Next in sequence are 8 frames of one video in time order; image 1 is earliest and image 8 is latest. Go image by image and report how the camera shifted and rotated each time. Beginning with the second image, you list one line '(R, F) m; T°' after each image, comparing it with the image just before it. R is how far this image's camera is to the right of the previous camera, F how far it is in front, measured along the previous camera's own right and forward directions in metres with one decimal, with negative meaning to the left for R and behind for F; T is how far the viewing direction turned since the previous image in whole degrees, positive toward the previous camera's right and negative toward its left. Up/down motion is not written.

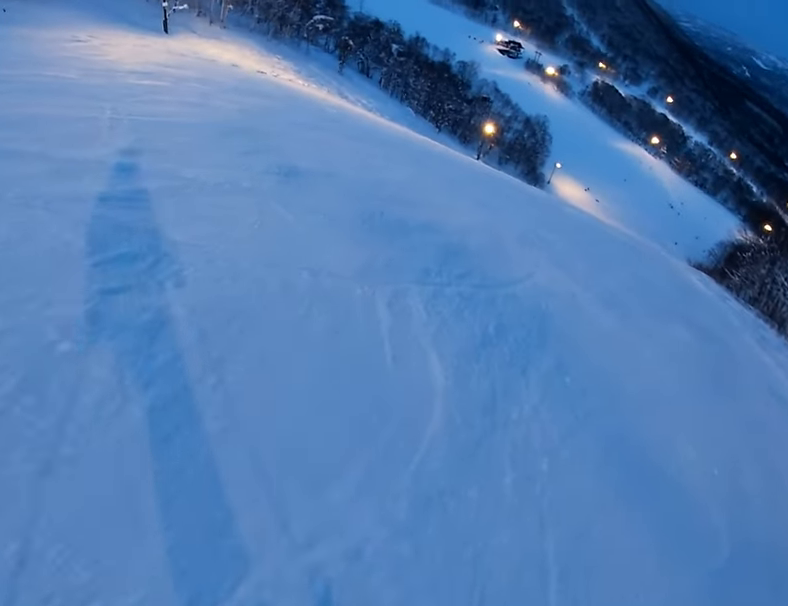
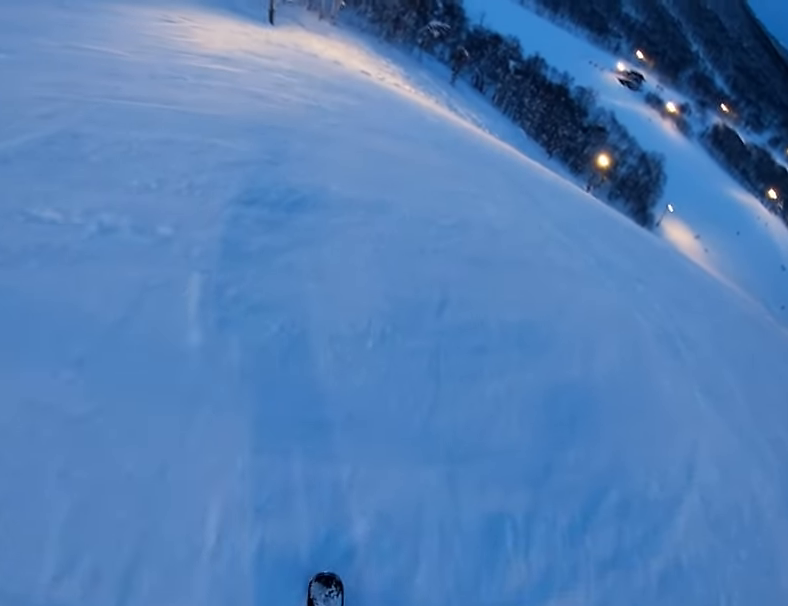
(-0.3, +3.0) m; -14°
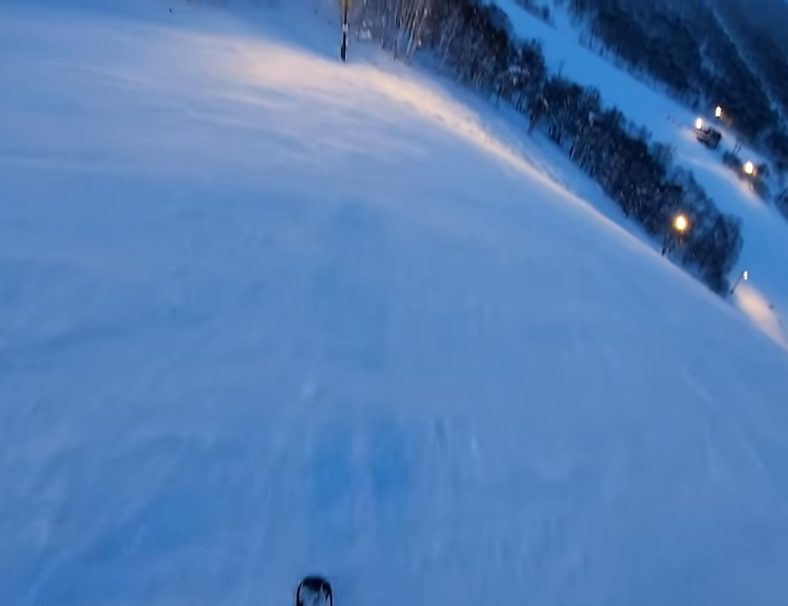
(-0.2, +3.1) m; -12°
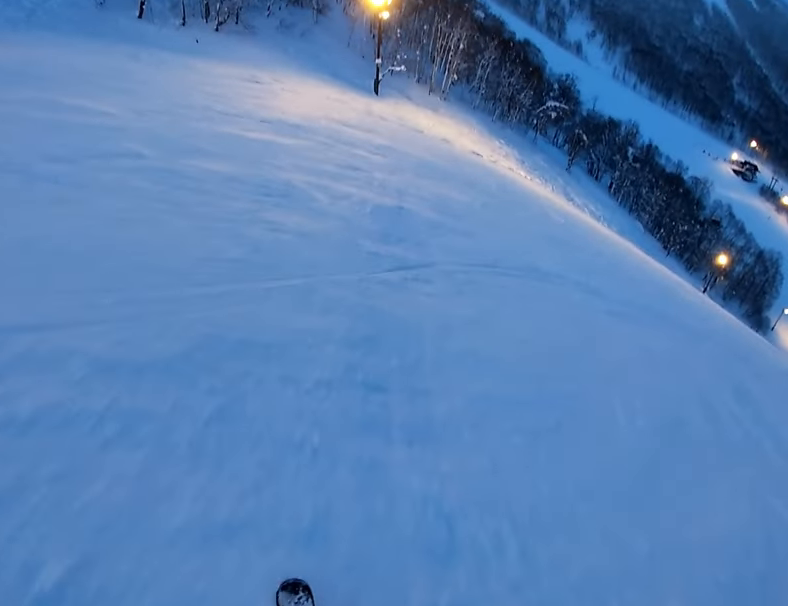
(-0.5, +2.8) m; -7°
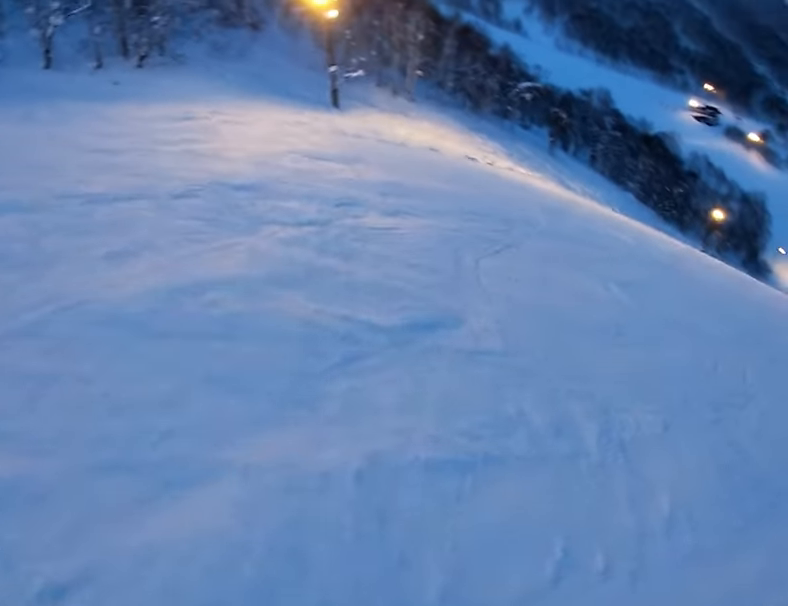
(-0.5, +8.6) m; +3°
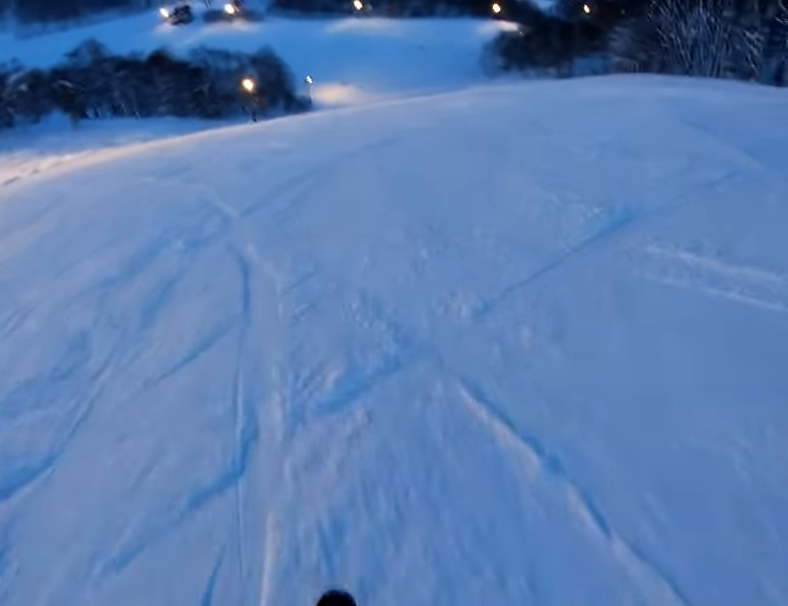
(+2.4, +7.2) m; +51°
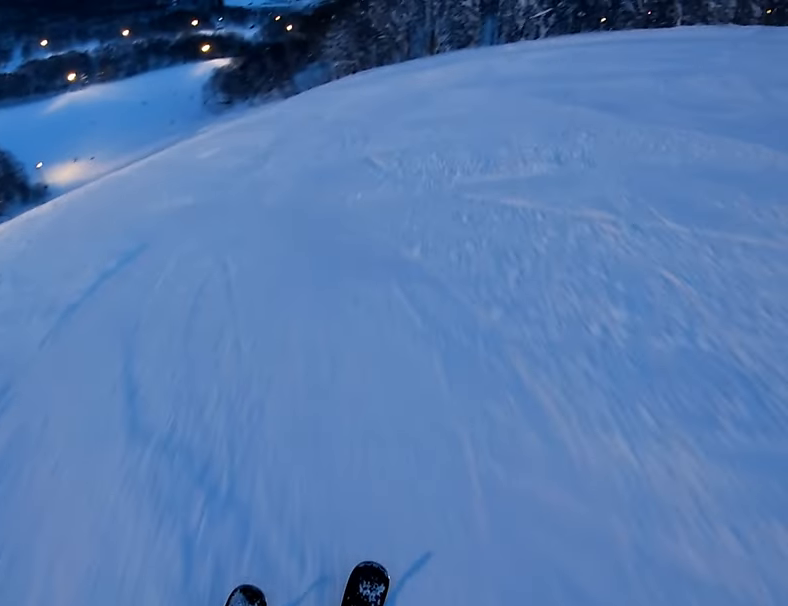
(+1.6, +4.7) m; +31°
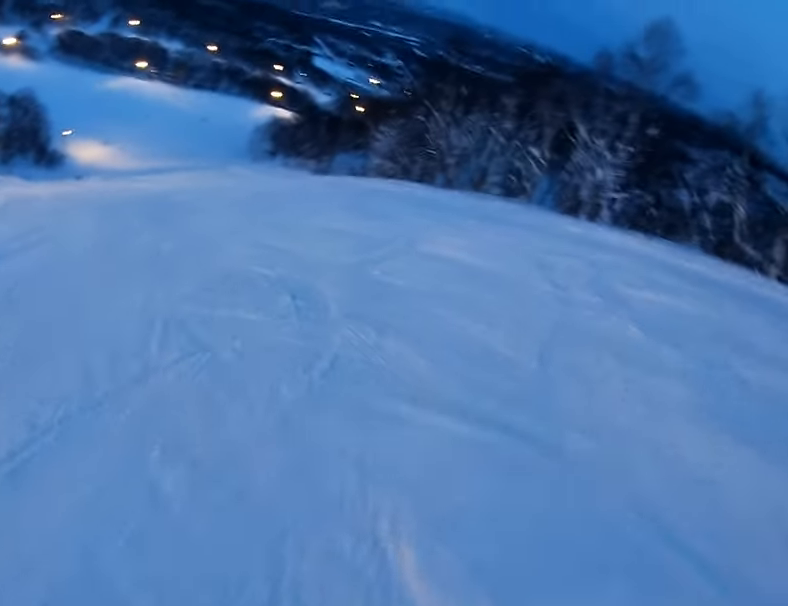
(+3.3, +10.1) m; +8°
